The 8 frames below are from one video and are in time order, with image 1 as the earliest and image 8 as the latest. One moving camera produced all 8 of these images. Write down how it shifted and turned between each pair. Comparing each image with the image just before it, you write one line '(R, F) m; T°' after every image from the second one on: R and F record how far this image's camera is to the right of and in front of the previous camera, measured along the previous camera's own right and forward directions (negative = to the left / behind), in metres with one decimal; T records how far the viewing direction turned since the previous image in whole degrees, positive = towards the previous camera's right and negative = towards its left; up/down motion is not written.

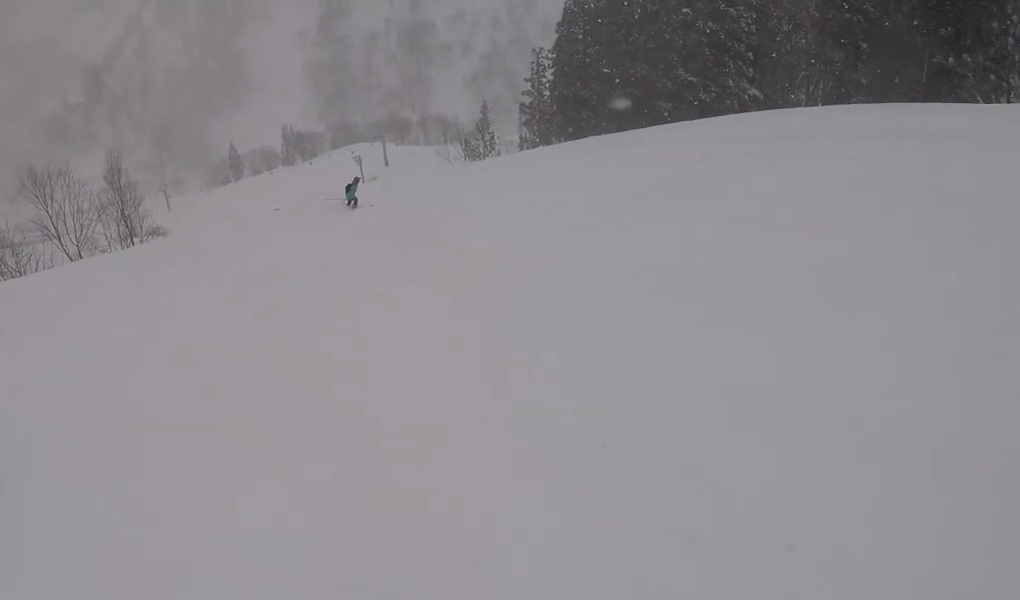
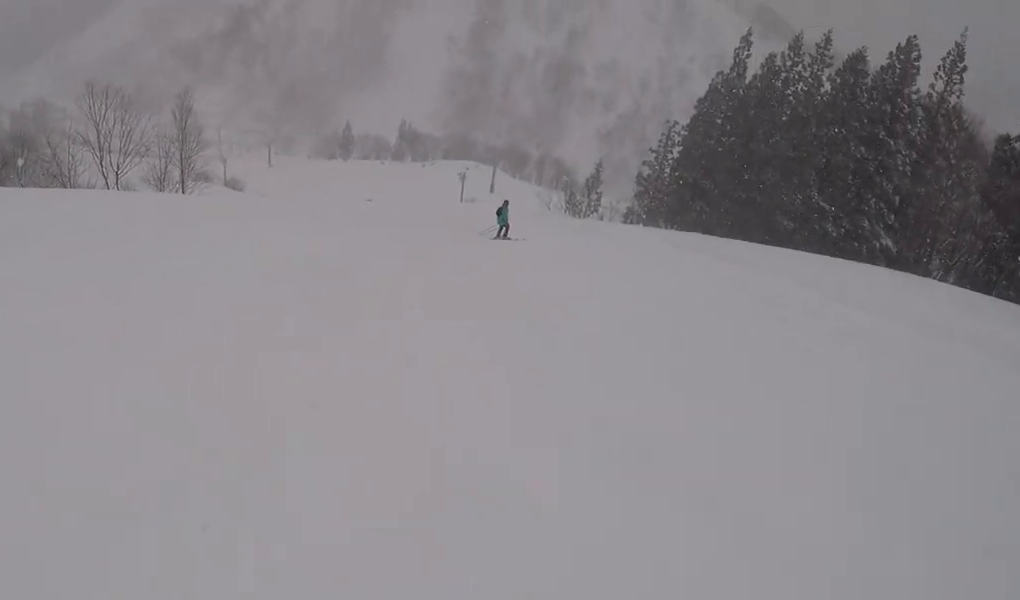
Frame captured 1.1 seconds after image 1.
(-1.1, +5.0) m; -17°
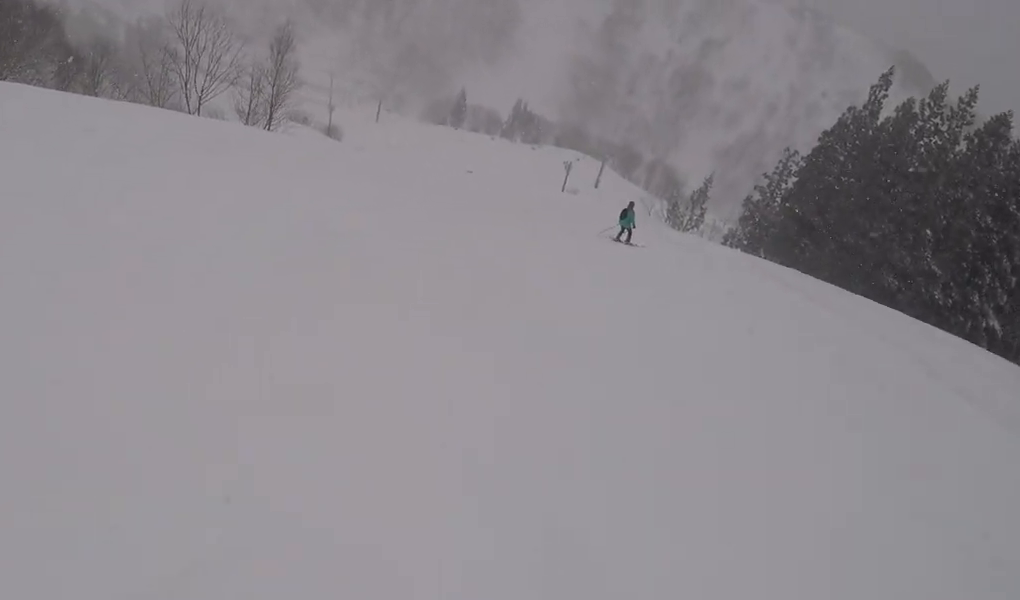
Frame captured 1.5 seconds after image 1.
(0.0, +2.0) m; -9°
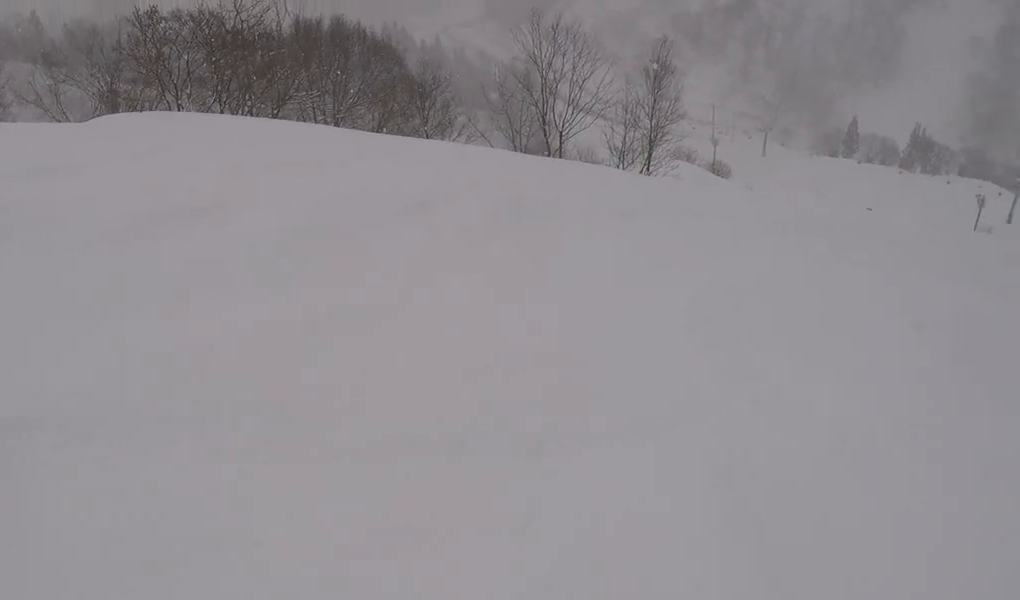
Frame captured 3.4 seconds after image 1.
(-3.0, +8.2) m; -19°
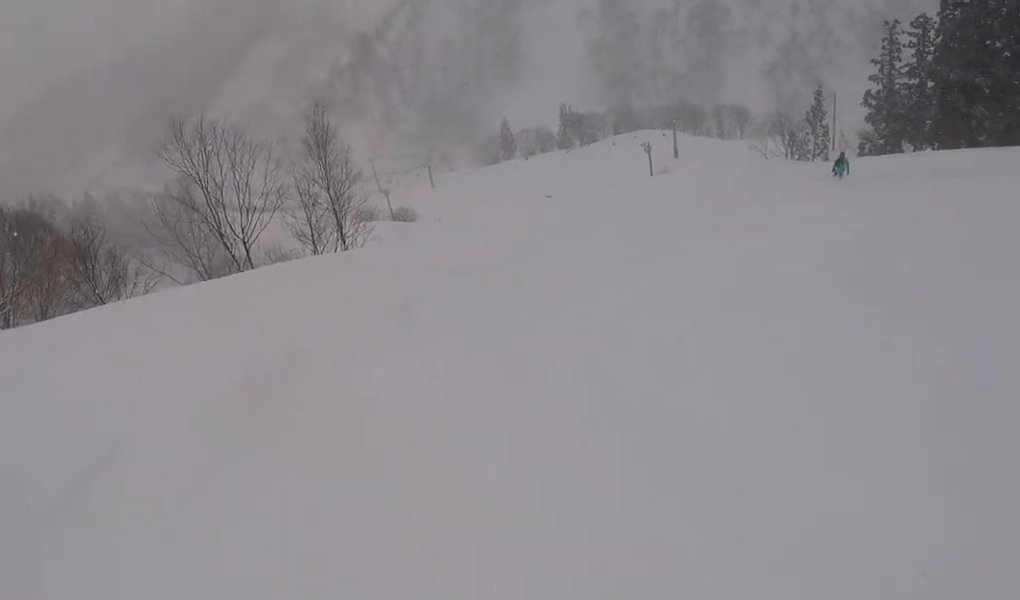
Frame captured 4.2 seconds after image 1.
(+0.2, +3.9) m; +33°
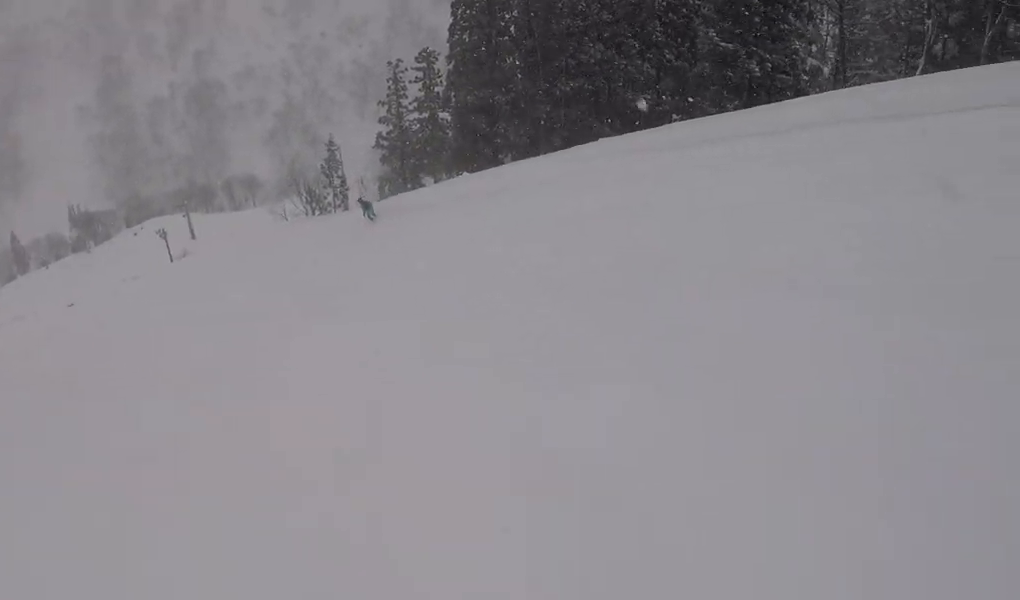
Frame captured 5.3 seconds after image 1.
(+3.2, +5.5) m; +41°
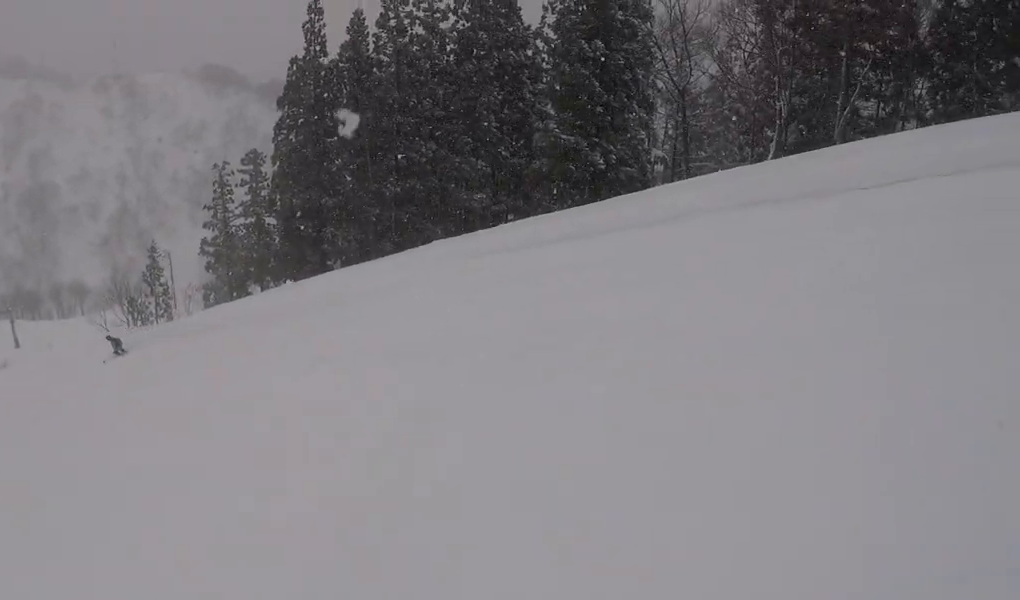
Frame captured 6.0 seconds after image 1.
(+0.4, +3.6) m; +13°
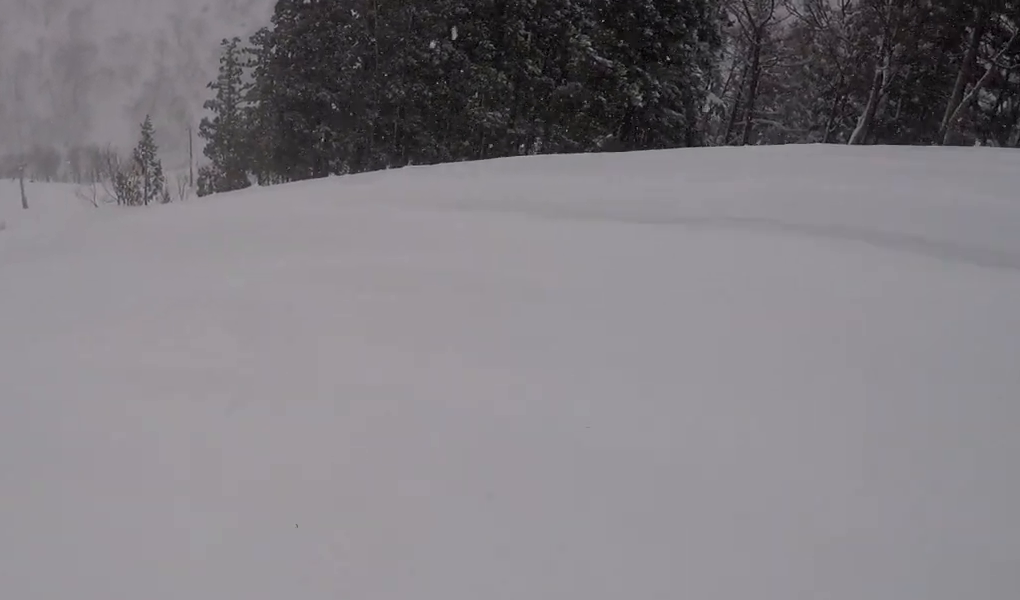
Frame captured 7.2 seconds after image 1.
(+1.1, +5.8) m; -3°
